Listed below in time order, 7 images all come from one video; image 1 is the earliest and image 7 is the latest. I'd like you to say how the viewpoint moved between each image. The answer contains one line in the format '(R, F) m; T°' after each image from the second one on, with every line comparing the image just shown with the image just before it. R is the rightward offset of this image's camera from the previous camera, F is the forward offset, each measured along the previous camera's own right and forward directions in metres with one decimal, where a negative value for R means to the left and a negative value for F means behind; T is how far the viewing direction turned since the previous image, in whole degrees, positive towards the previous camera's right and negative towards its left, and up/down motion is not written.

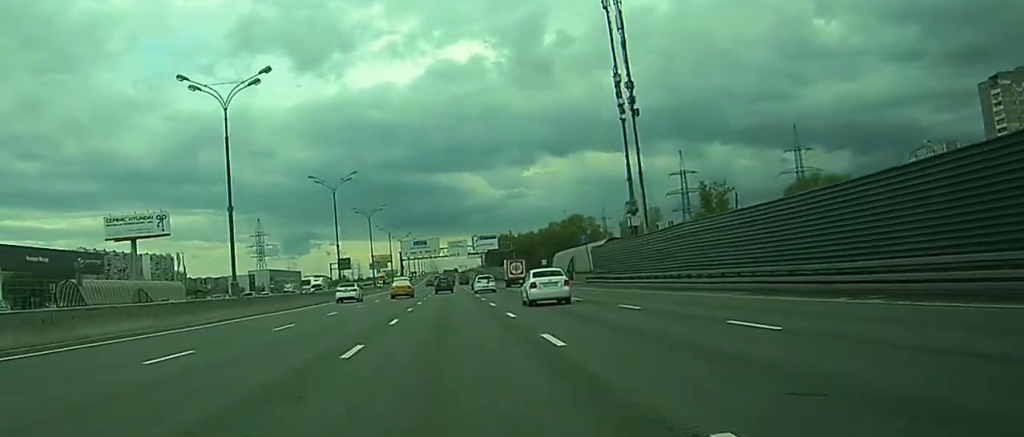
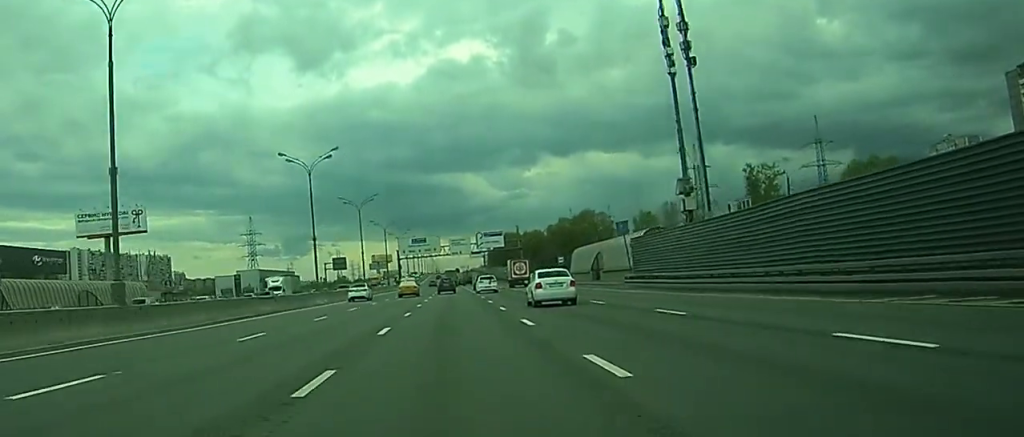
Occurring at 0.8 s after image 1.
(-0.1, +18.2) m; 0°
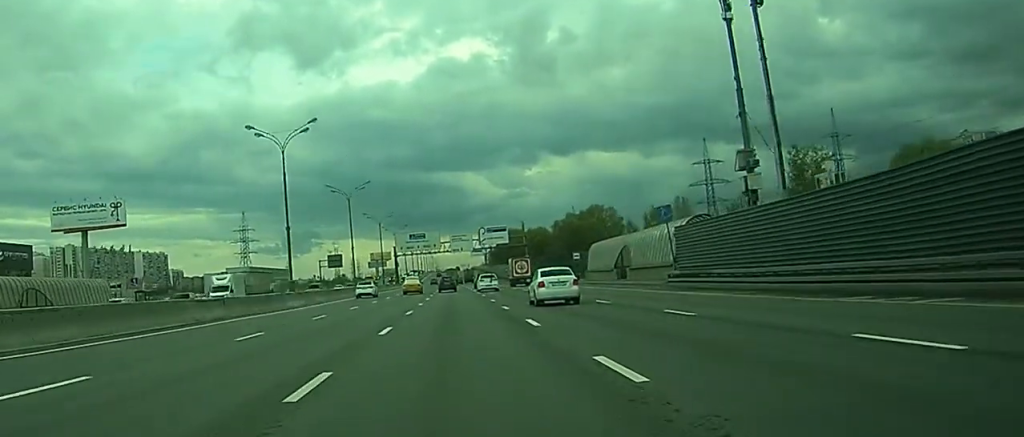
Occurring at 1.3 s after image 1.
(0.0, +13.2) m; 0°
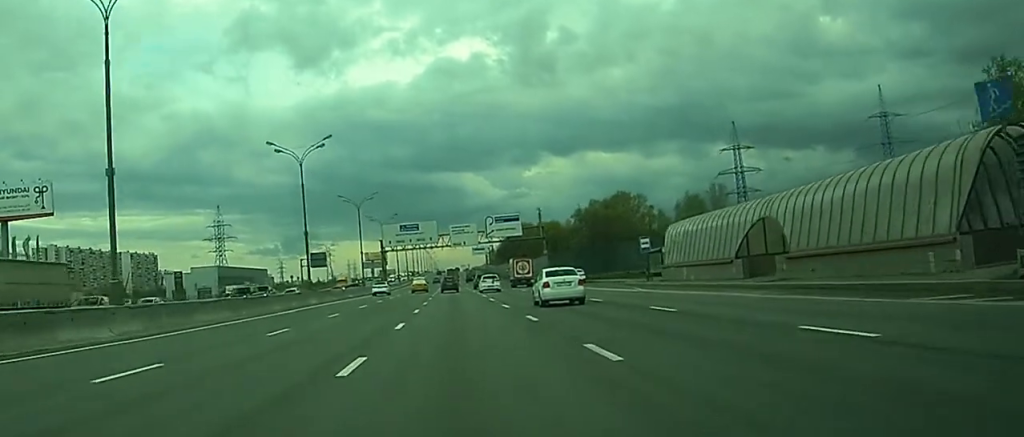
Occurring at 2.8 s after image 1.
(-0.5, +32.3) m; -3°
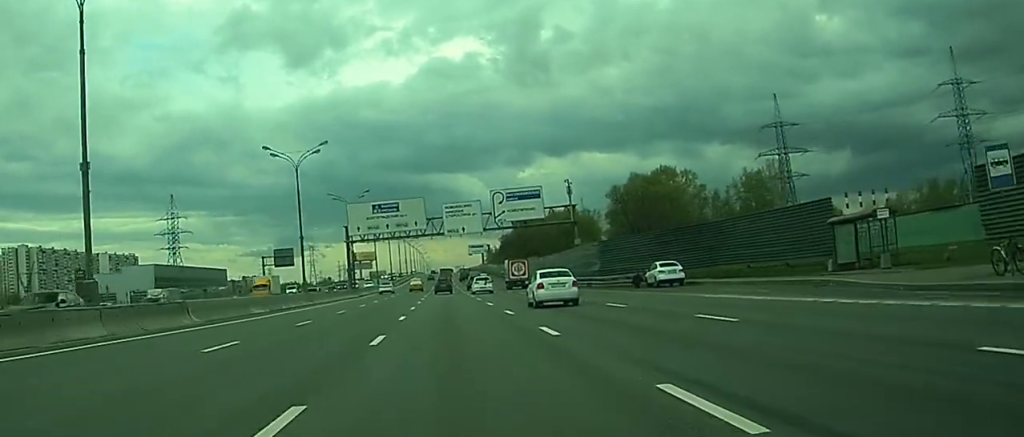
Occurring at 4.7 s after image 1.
(-0.2, +37.5) m; +1°
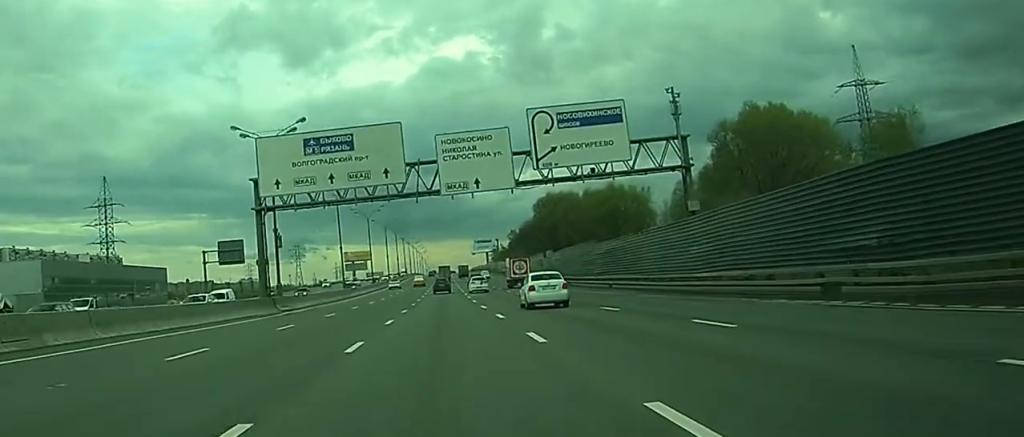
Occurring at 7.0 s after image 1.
(+0.5, +54.4) m; 0°
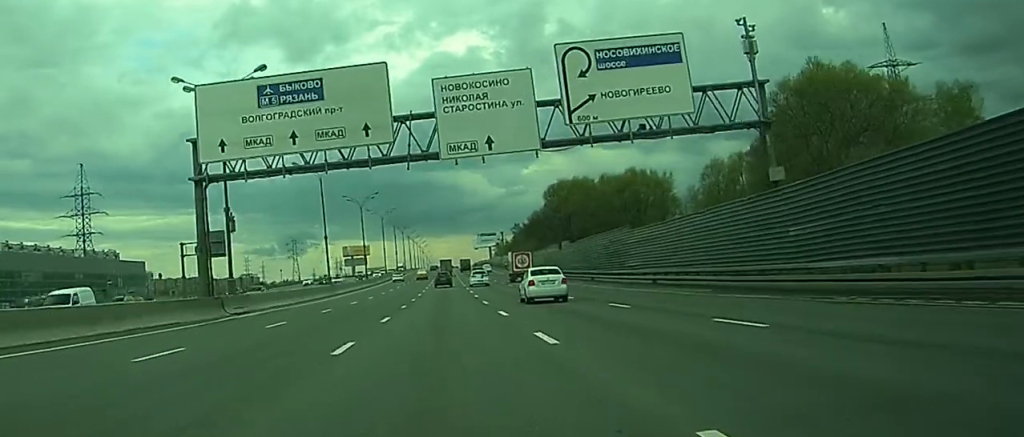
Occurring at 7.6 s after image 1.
(0.0, +16.5) m; 0°
